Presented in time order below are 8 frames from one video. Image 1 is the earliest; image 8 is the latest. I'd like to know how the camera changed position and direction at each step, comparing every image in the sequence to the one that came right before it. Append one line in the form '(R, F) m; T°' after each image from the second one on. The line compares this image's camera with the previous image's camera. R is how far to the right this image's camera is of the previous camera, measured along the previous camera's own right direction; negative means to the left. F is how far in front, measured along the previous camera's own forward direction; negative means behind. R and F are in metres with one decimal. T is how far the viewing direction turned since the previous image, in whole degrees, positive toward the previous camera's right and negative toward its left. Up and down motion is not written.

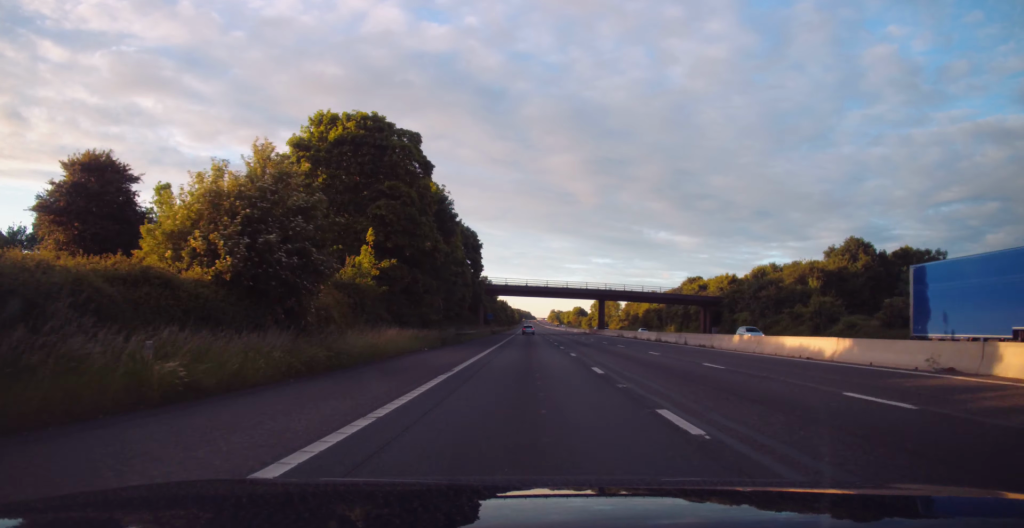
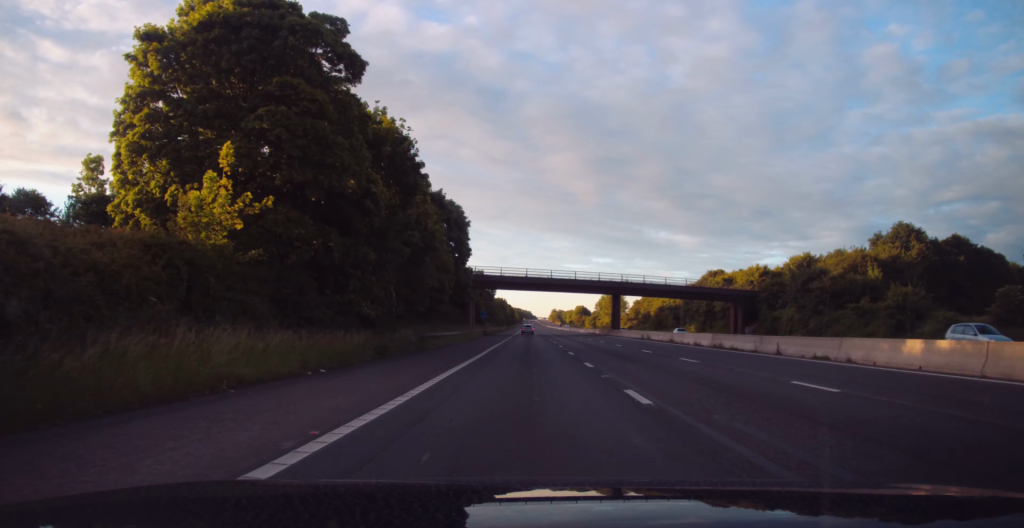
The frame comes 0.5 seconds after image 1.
(-0.1, +16.2) m; 0°
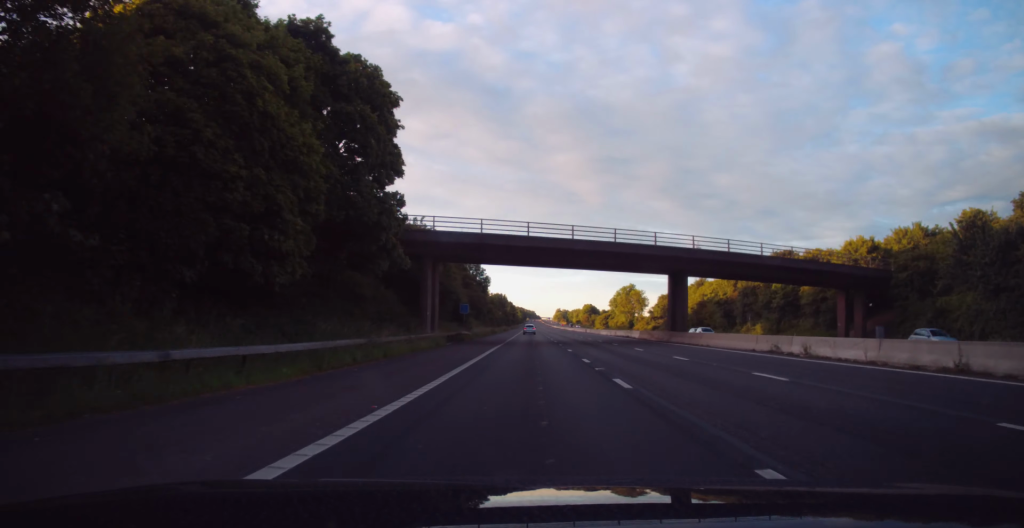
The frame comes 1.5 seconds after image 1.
(+0.2, +33.6) m; 0°
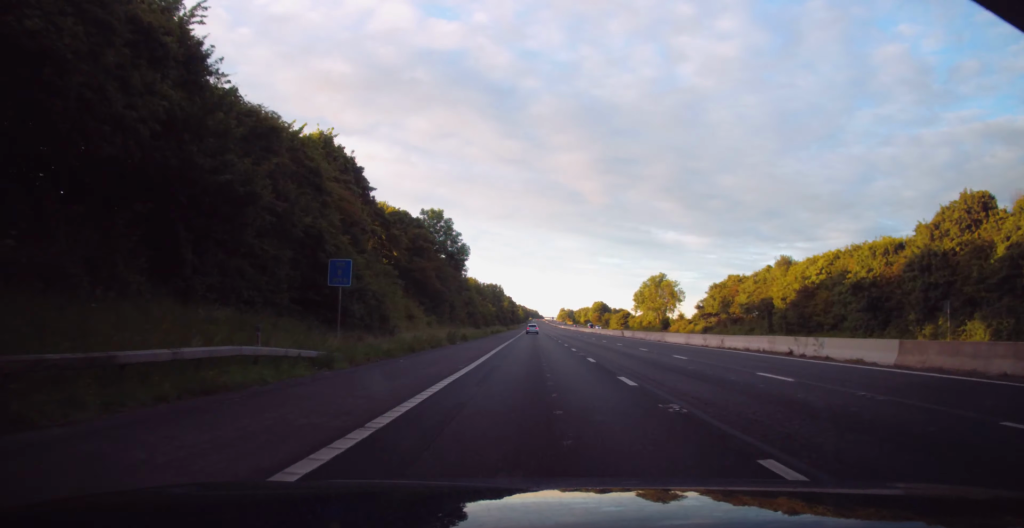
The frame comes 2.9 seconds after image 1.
(-0.1, +45.5) m; 0°
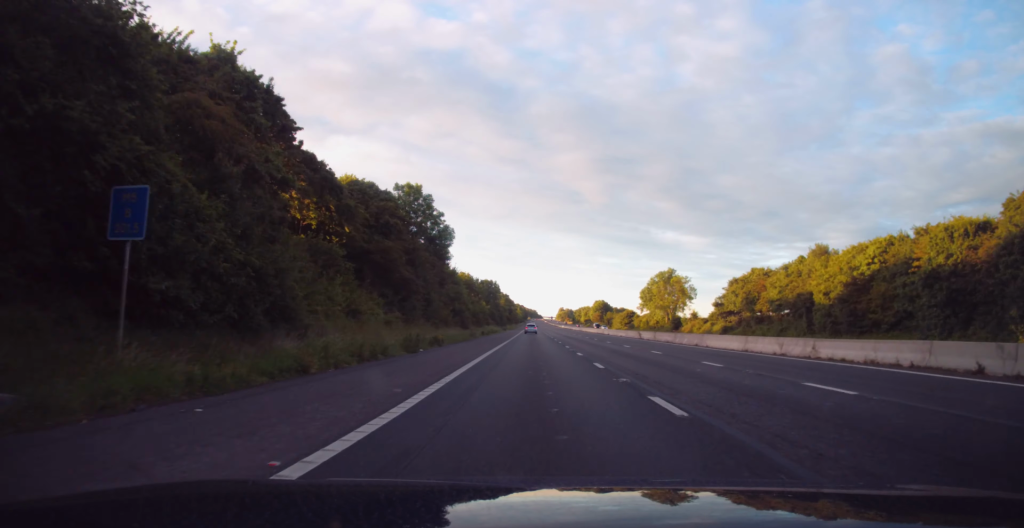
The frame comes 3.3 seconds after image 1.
(0.0, +13.0) m; 0°
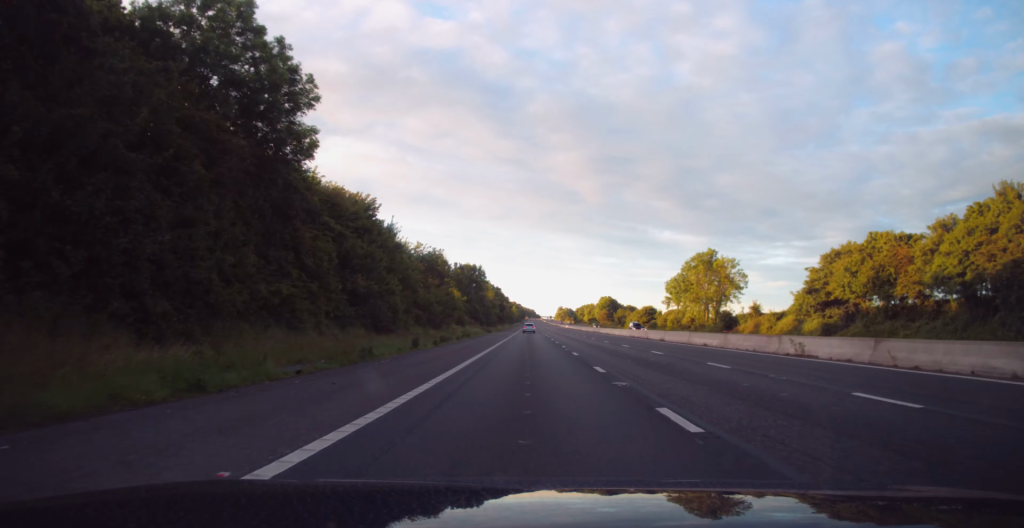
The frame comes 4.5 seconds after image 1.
(+0.1, +37.8) m; 0°
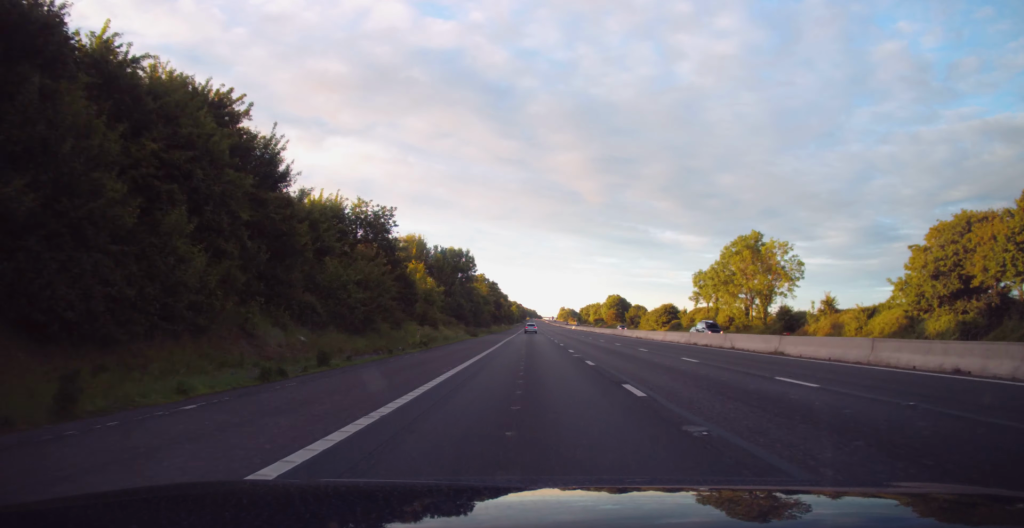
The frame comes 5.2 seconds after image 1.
(-0.1, +23.8) m; 0°
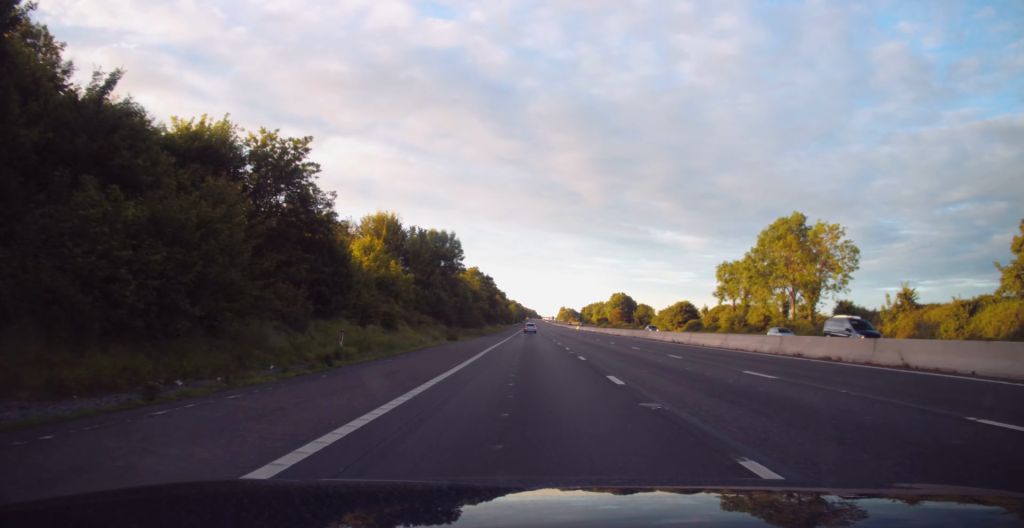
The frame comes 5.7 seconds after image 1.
(0.0, +16.2) m; 0°
